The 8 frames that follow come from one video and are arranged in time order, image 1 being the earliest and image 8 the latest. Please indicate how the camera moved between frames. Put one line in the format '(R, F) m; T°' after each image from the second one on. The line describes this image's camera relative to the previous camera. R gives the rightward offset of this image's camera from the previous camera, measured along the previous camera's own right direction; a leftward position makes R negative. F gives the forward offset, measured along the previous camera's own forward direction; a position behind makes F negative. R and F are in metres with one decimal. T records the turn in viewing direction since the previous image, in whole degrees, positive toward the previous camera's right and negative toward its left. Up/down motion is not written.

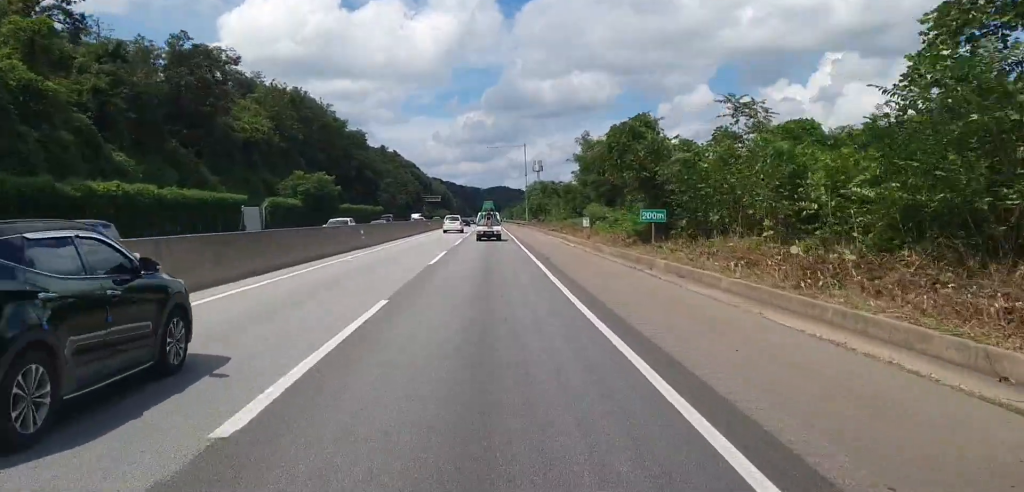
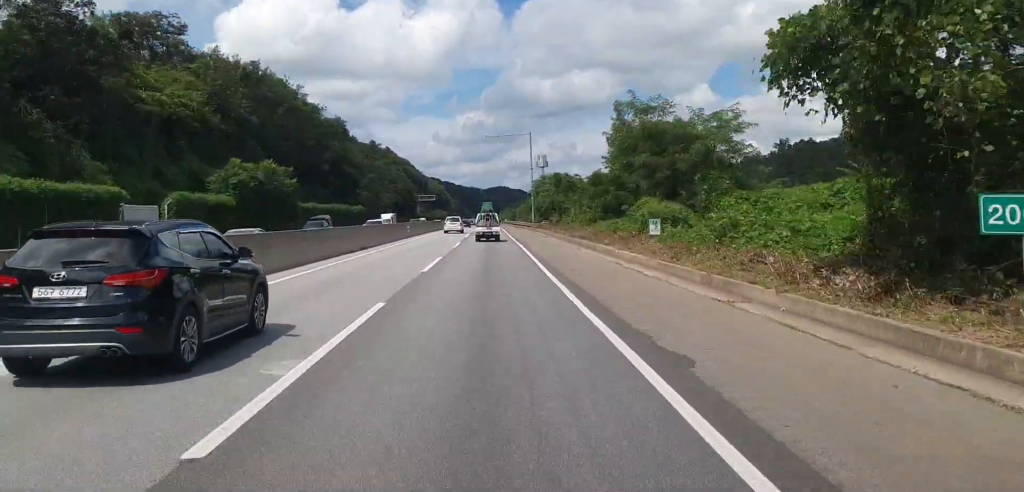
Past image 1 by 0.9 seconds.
(0.0, +22.0) m; 0°
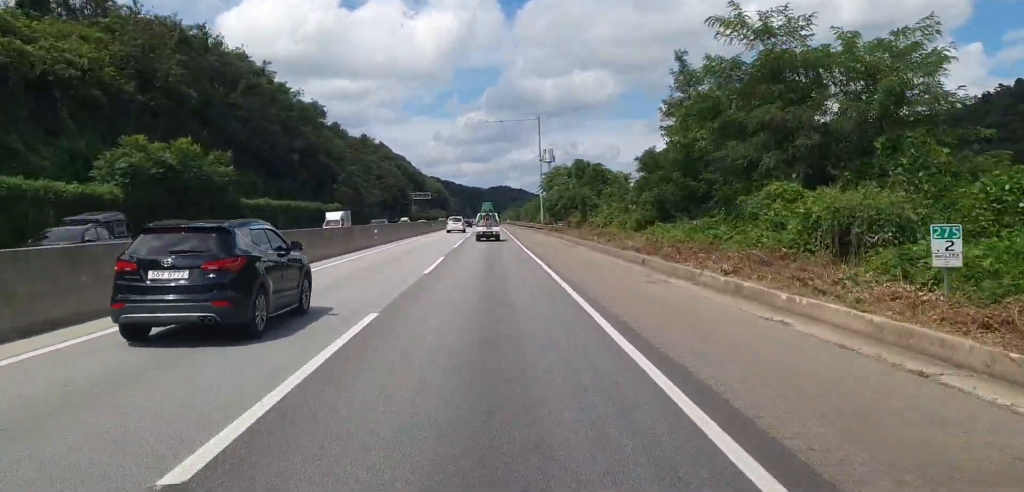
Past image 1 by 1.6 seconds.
(+0.2, +19.5) m; 0°
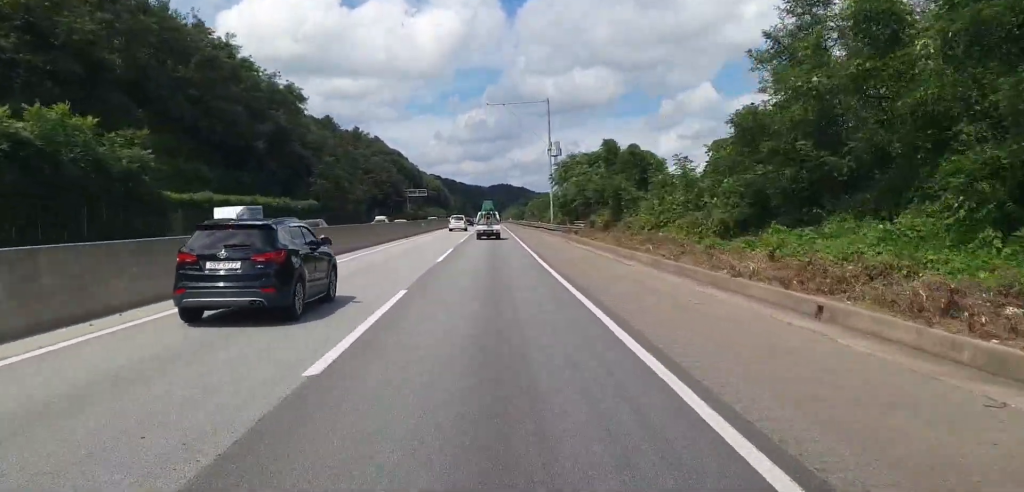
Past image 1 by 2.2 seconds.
(0.0, +15.3) m; -1°
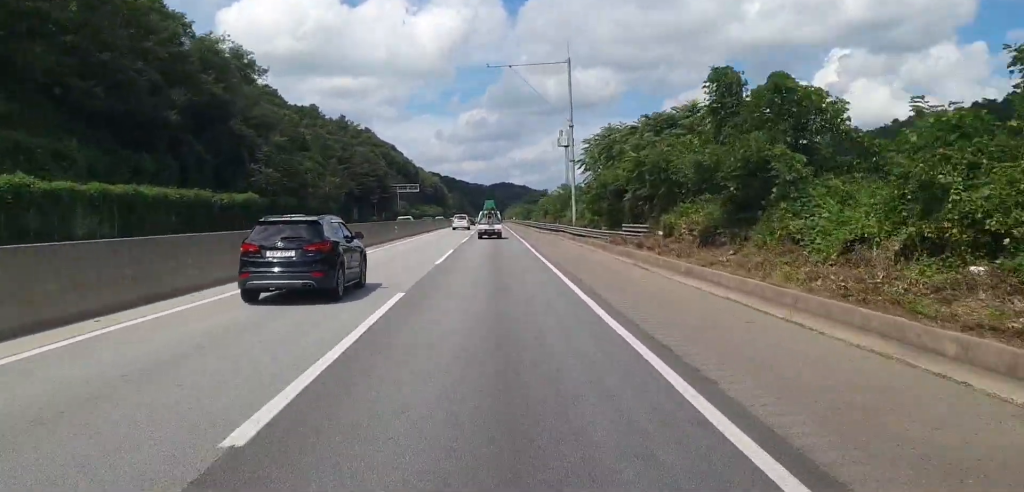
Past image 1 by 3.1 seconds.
(-0.3, +22.9) m; 0°
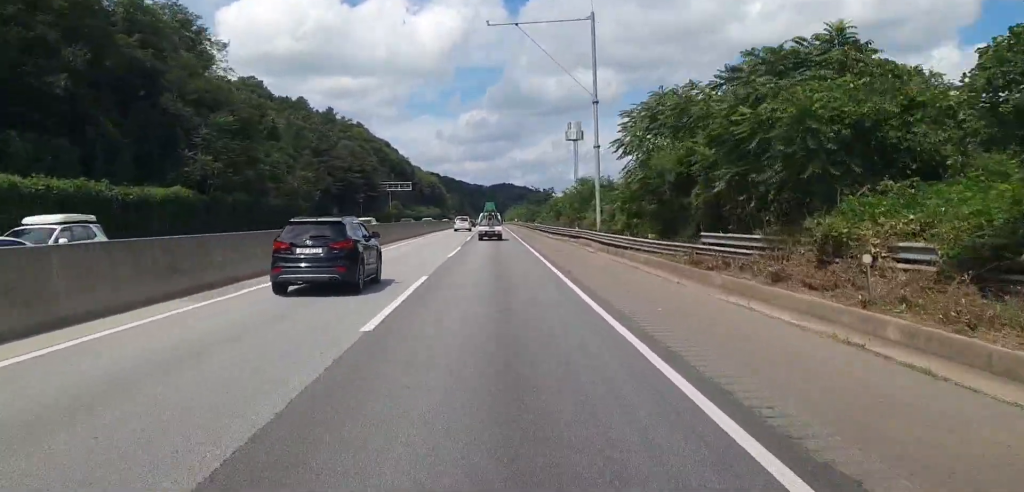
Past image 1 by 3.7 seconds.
(0.0, +15.3) m; 0°
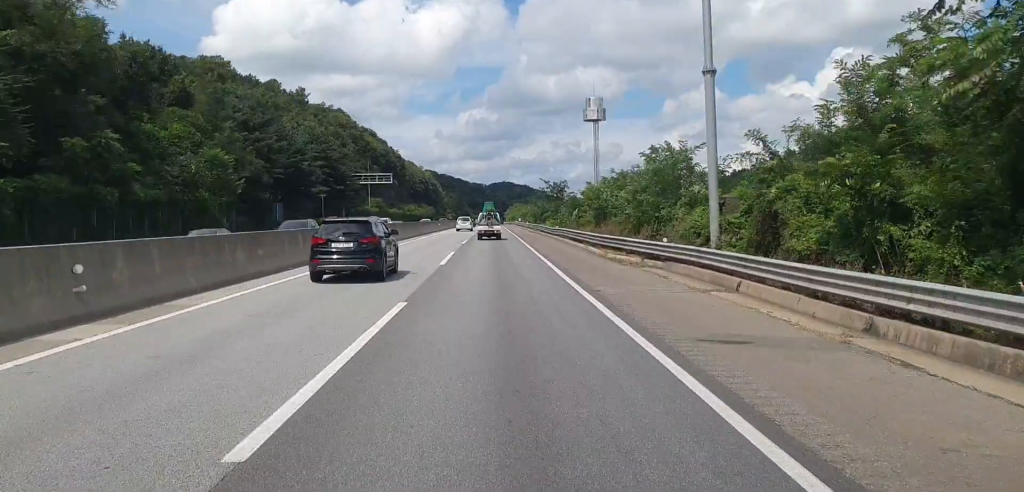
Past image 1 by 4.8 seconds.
(+0.4, +27.2) m; 0°
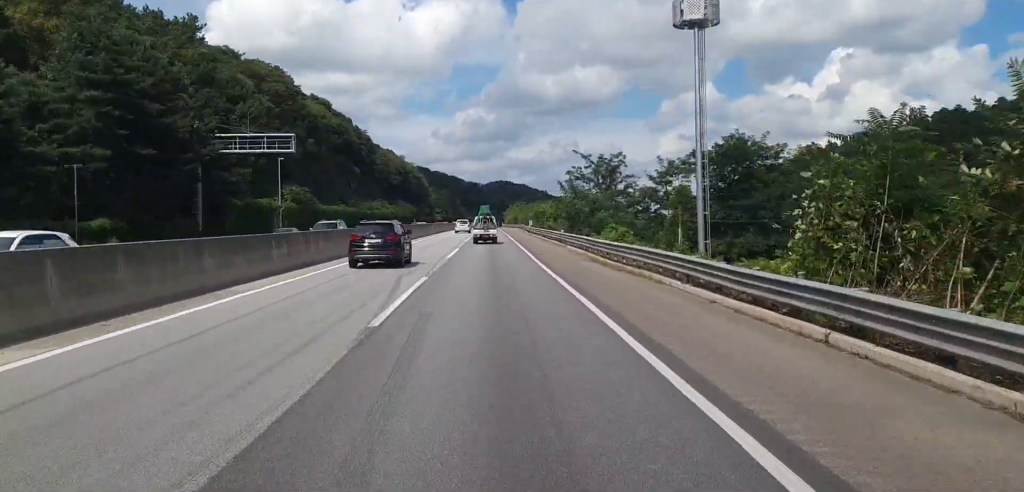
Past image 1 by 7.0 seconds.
(-0.6, +56.1) m; 0°
